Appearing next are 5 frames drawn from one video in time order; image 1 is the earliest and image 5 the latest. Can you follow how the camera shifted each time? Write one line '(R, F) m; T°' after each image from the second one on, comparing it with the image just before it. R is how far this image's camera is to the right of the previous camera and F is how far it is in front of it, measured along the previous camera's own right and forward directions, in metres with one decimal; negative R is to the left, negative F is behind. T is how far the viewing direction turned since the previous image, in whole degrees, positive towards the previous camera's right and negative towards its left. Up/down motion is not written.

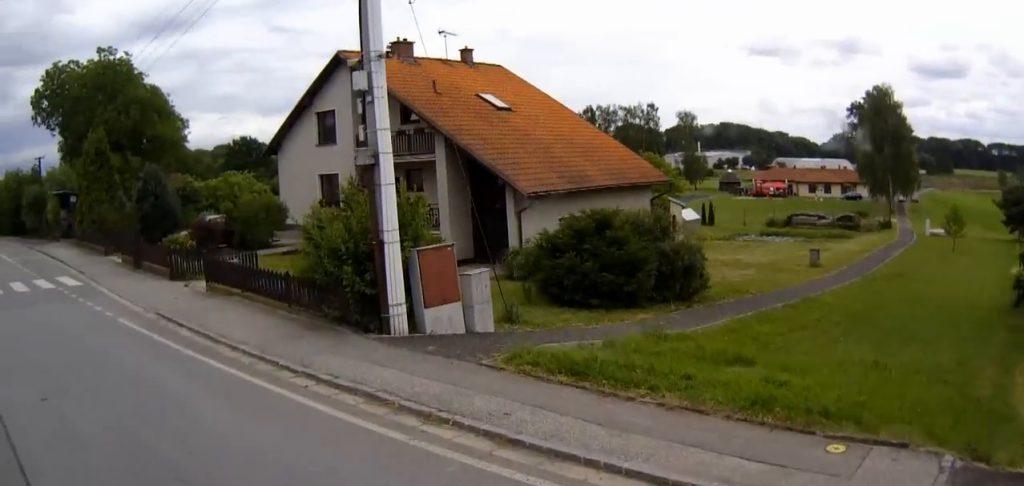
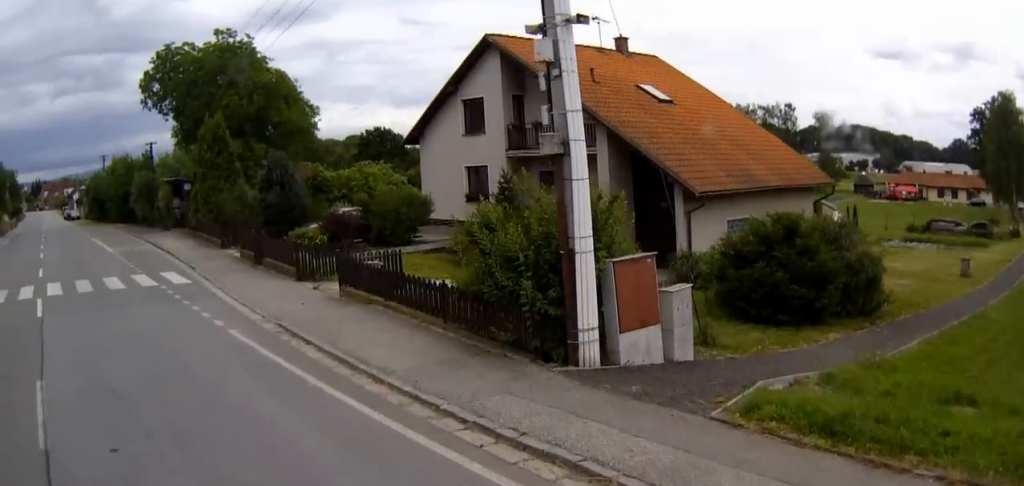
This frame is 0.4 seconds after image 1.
(-0.4, +2.0) m; -6°
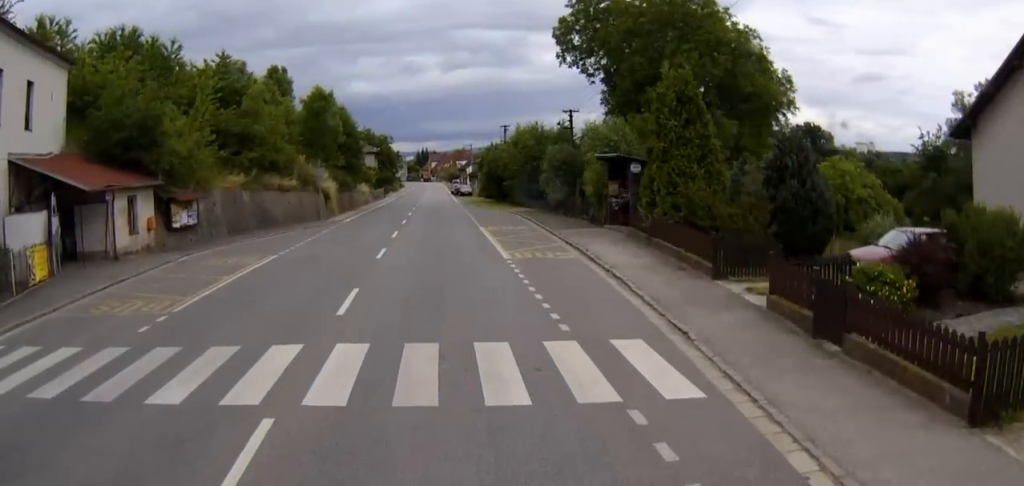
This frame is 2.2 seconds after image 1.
(-1.0, +9.5) m; -10°
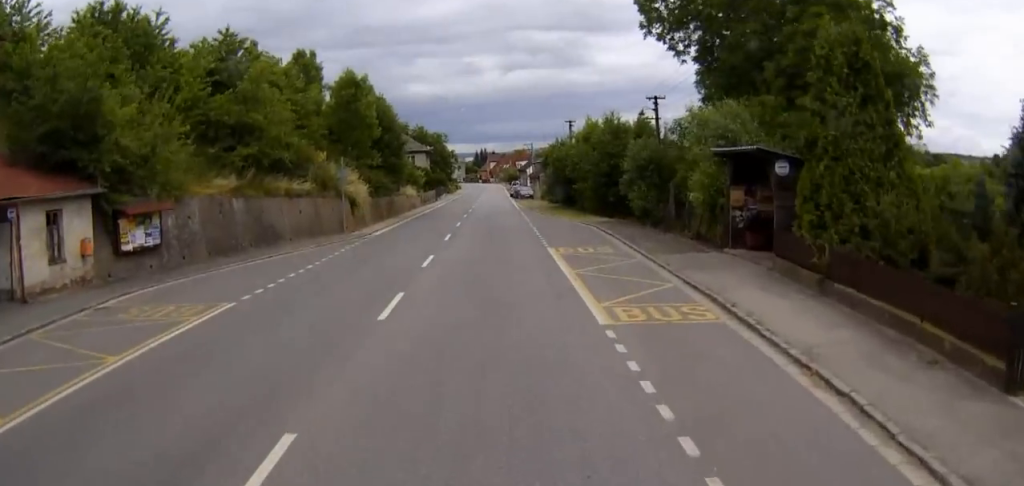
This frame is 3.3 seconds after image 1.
(-0.3, +7.7) m; -3°
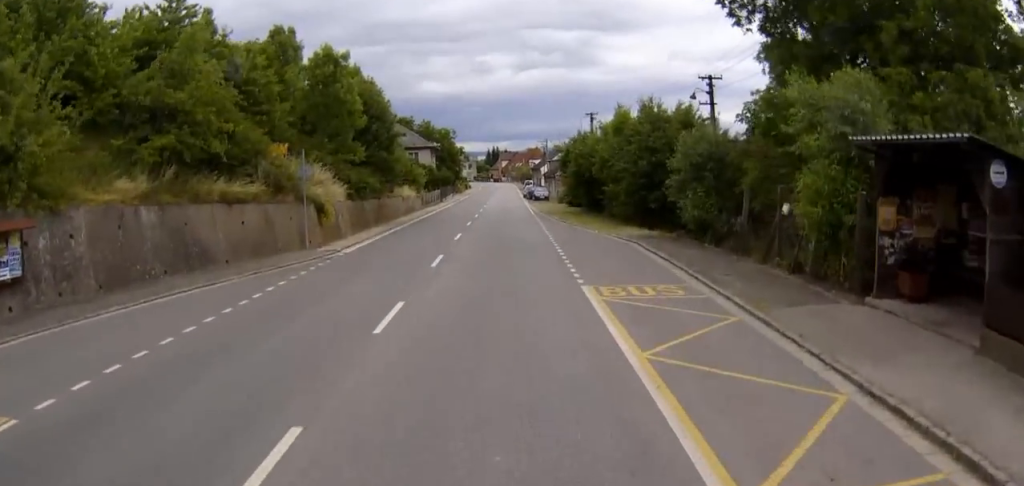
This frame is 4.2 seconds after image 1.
(-0.1, +7.6) m; -1°
